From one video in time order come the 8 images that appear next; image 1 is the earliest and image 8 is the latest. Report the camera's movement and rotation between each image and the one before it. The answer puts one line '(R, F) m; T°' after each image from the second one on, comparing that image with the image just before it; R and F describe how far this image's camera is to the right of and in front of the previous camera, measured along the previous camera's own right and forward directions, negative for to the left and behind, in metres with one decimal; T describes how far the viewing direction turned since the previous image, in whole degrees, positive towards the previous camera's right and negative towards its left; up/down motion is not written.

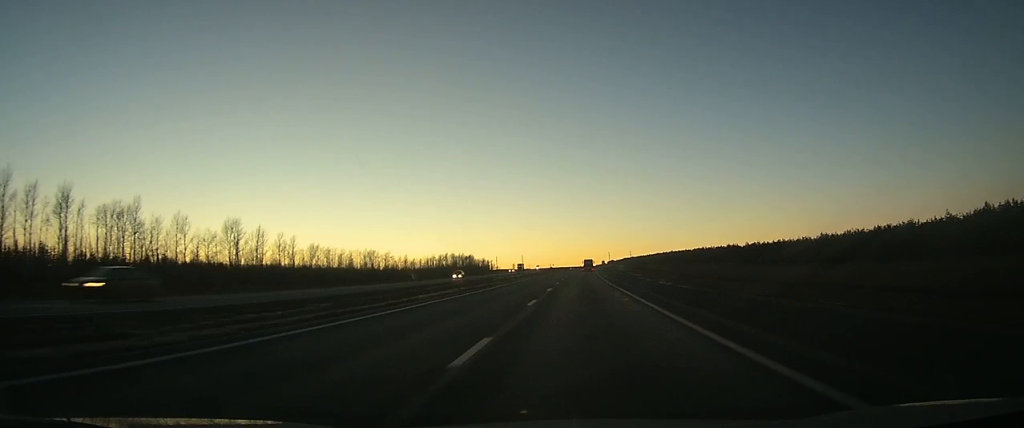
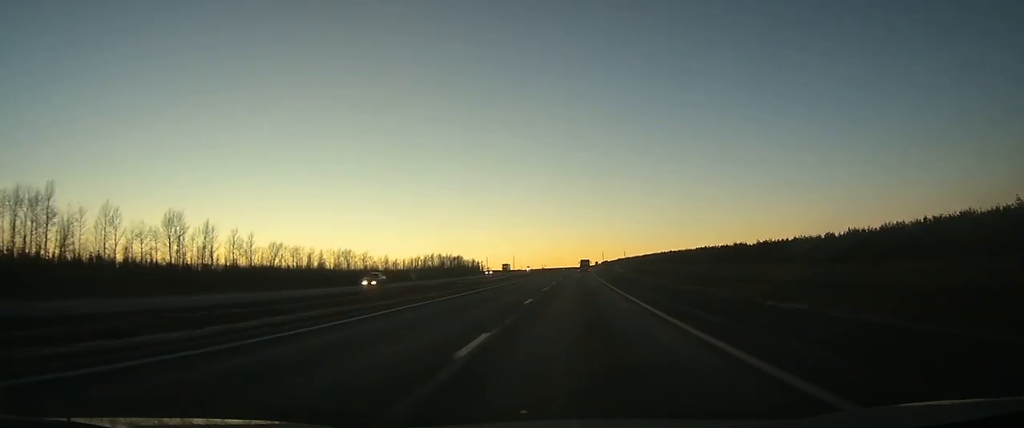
(-0.1, +24.4) m; 0°
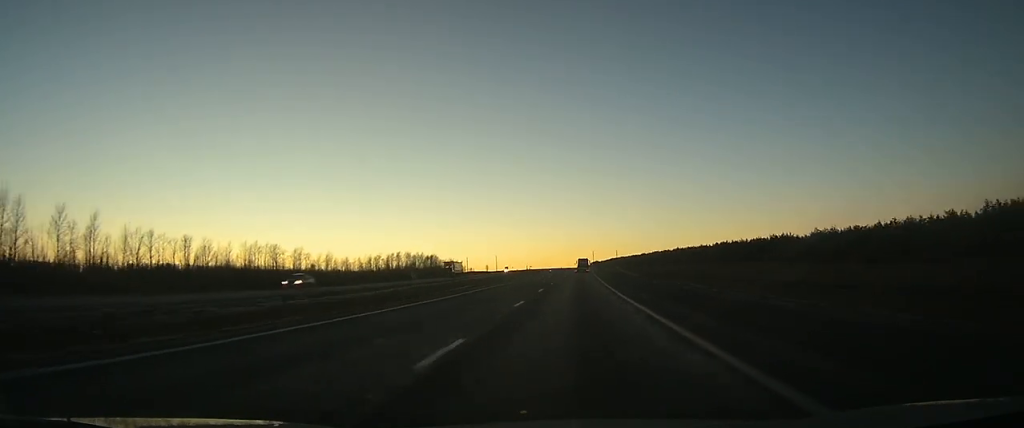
(+0.9, +63.9) m; +1°
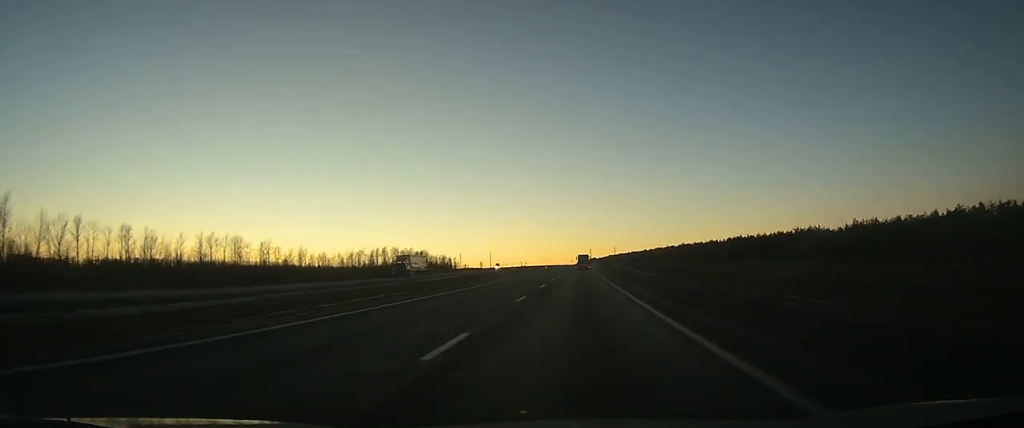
(0.0, +24.2) m; 0°
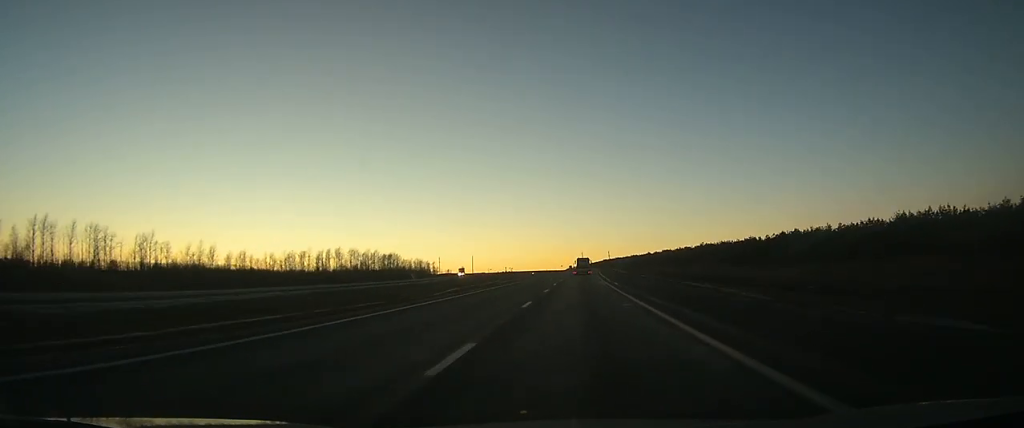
(+0.4, +61.0) m; +1°
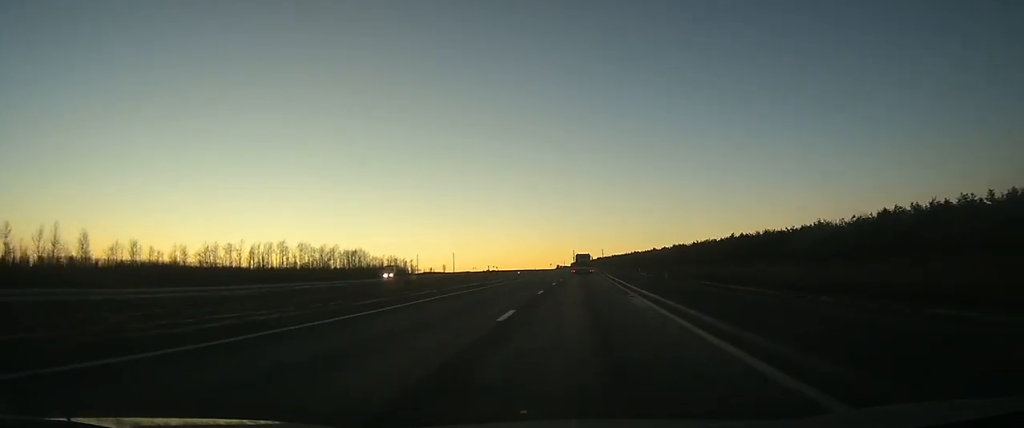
(+0.5, +53.2) m; +1°
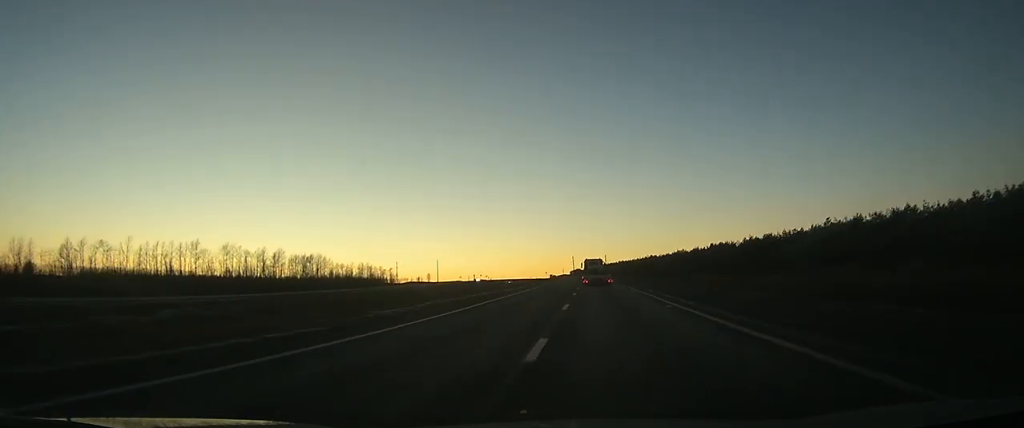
(+0.5, +63.9) m; 0°
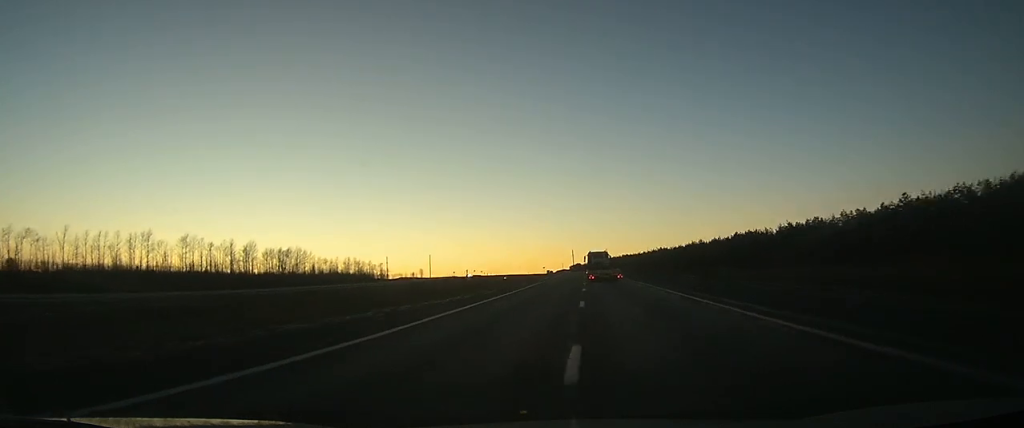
(0.0, +25.5) m; 0°
